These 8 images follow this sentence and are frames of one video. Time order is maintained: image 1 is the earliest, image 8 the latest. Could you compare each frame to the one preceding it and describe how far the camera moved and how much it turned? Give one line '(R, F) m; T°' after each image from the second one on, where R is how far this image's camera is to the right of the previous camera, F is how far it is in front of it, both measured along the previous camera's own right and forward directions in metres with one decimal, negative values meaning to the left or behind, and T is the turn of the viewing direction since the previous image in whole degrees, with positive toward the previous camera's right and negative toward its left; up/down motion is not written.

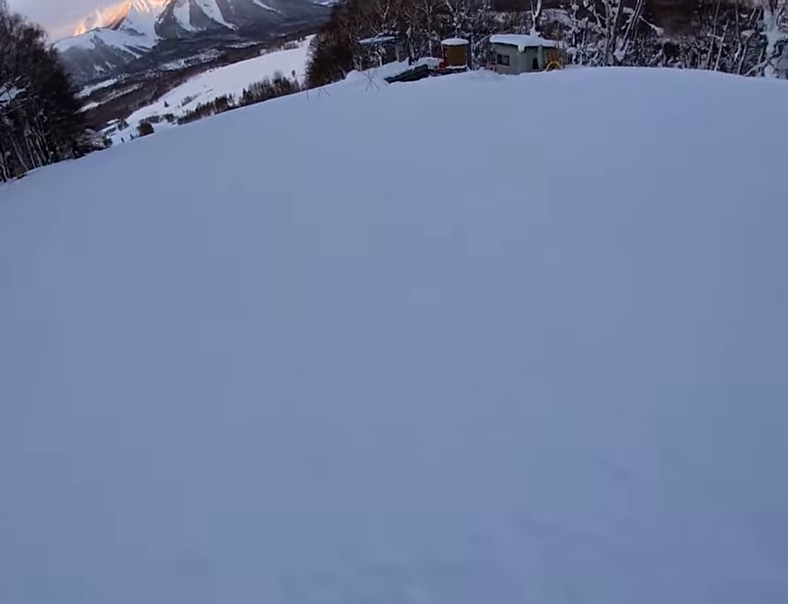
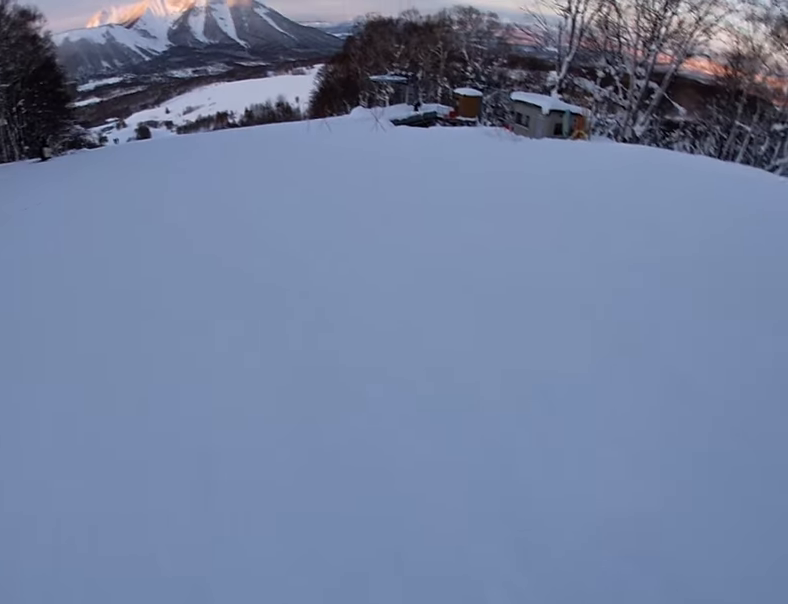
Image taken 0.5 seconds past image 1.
(+0.1, +3.8) m; -1°
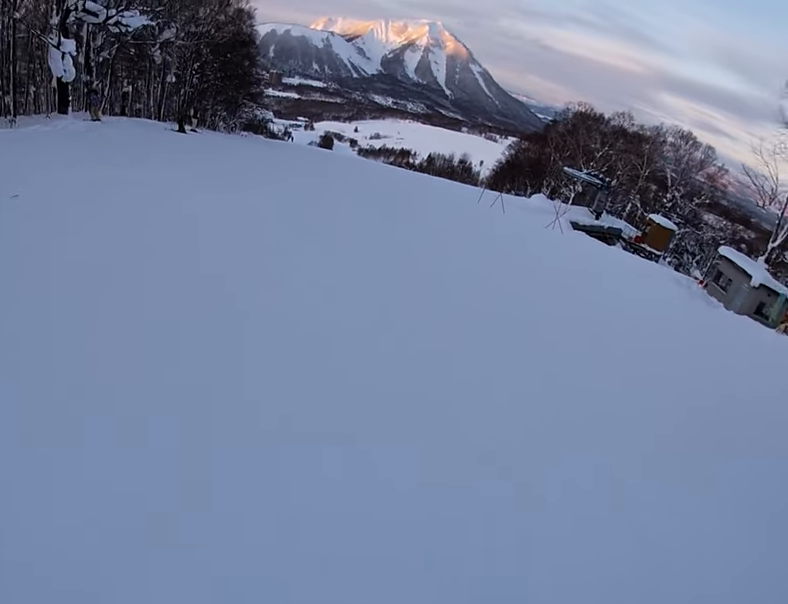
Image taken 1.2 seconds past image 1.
(+0.2, +4.9) m; -7°
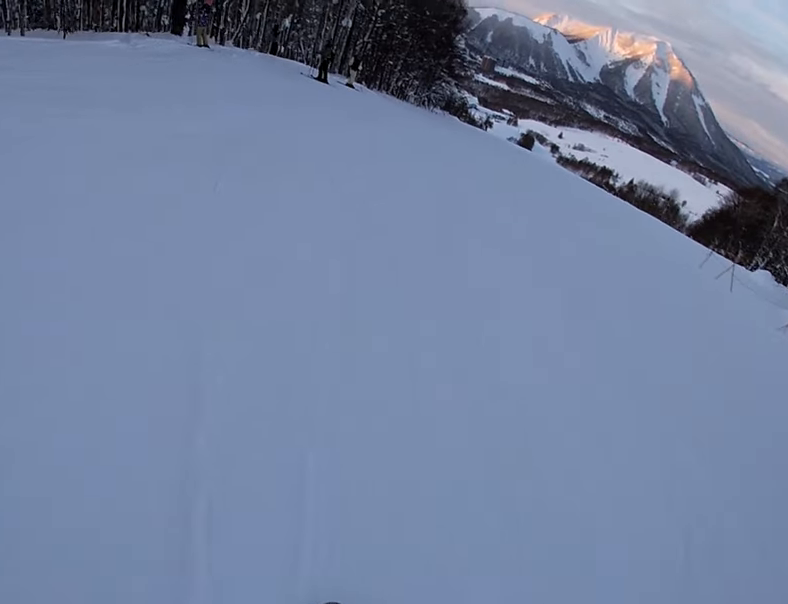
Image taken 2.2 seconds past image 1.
(-1.2, +7.2) m; -7°
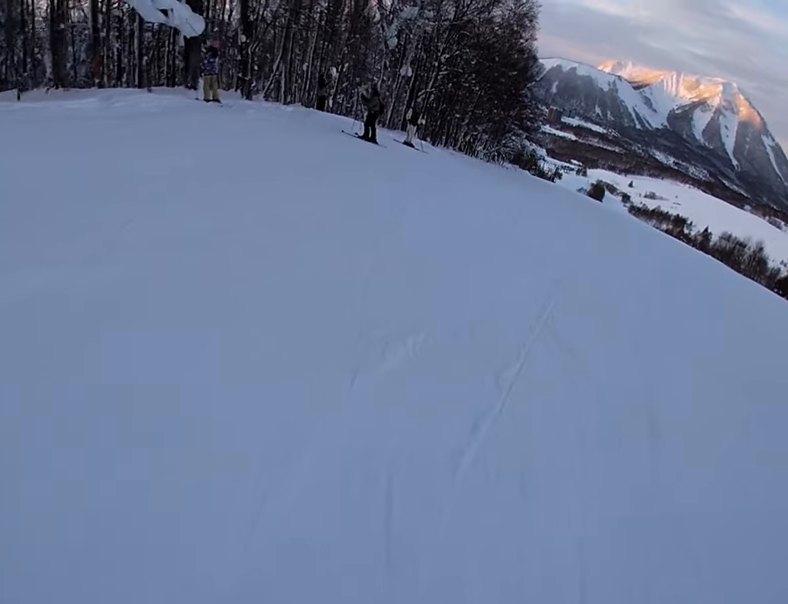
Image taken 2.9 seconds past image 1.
(+0.2, +5.0) m; 0°
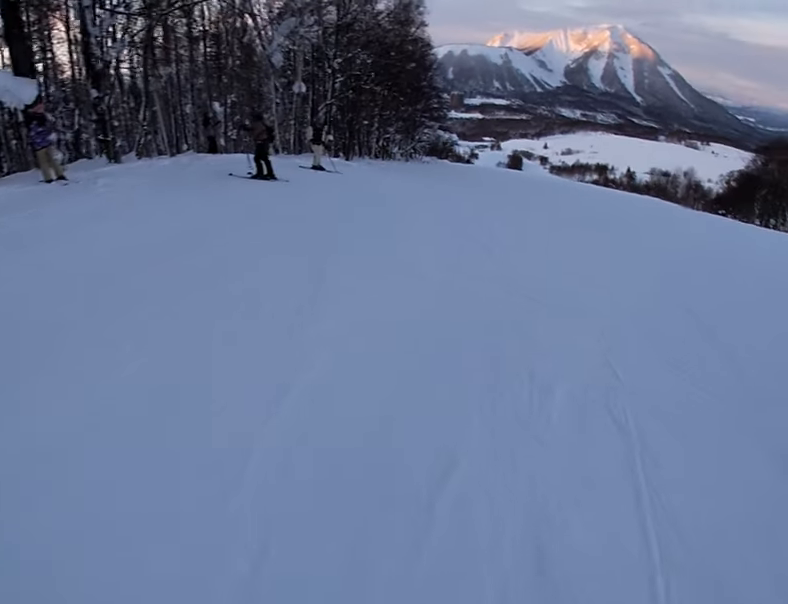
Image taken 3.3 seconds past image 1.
(+0.1, +3.4) m; +1°
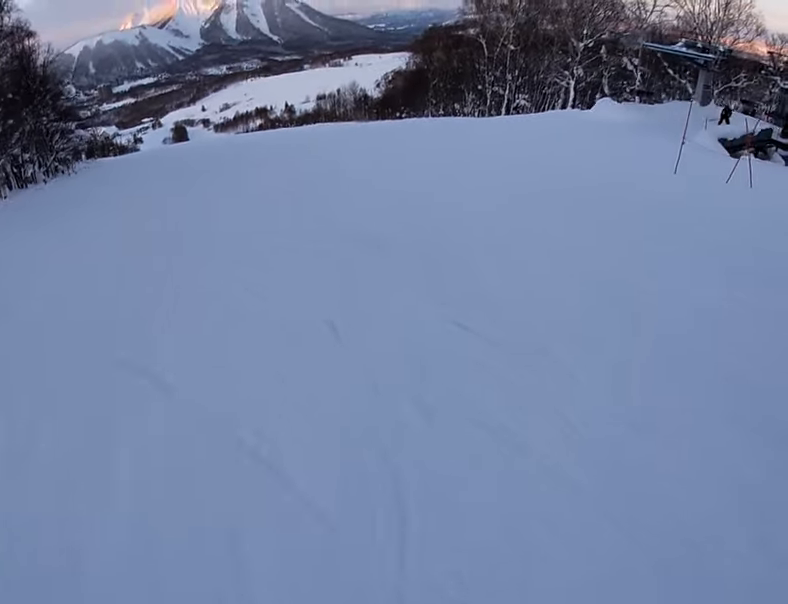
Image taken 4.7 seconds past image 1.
(+0.6, +10.2) m; +10°
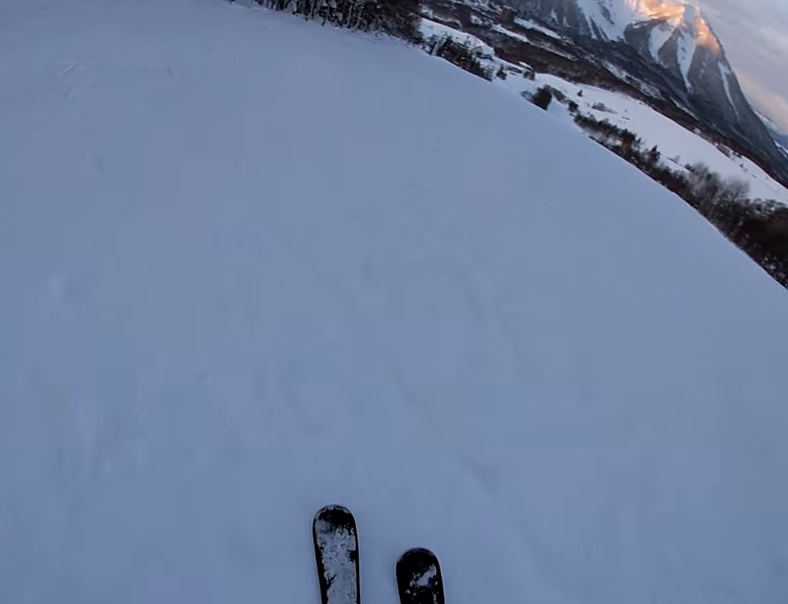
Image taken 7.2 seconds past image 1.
(-1.2, +19.3) m; -23°
